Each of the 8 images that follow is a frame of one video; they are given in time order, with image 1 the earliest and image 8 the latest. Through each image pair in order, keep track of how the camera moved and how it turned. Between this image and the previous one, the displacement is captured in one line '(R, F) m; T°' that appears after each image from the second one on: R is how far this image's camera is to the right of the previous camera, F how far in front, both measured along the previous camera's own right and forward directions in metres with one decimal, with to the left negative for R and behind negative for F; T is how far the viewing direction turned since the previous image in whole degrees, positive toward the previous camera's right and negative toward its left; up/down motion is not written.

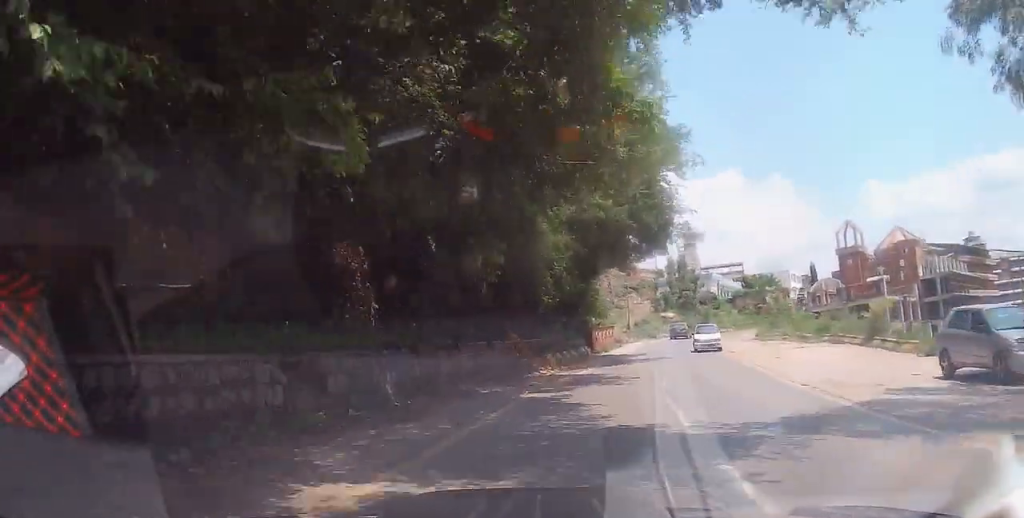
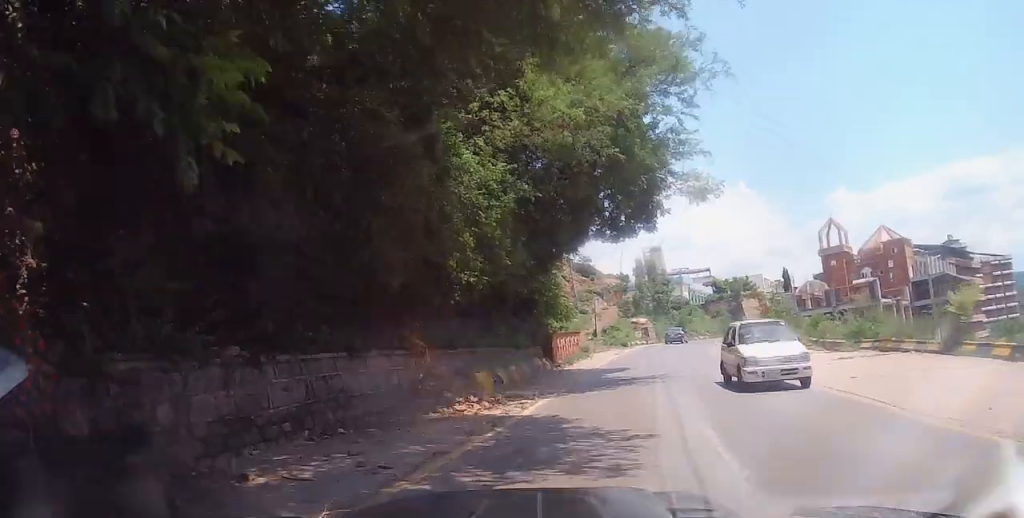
(-0.1, +9.4) m; +4°
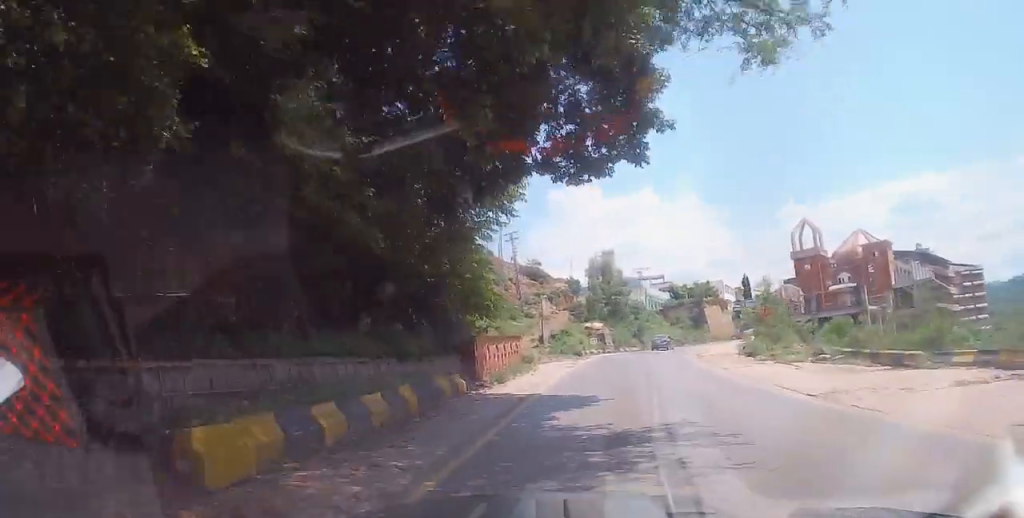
(+0.7, +10.1) m; +5°
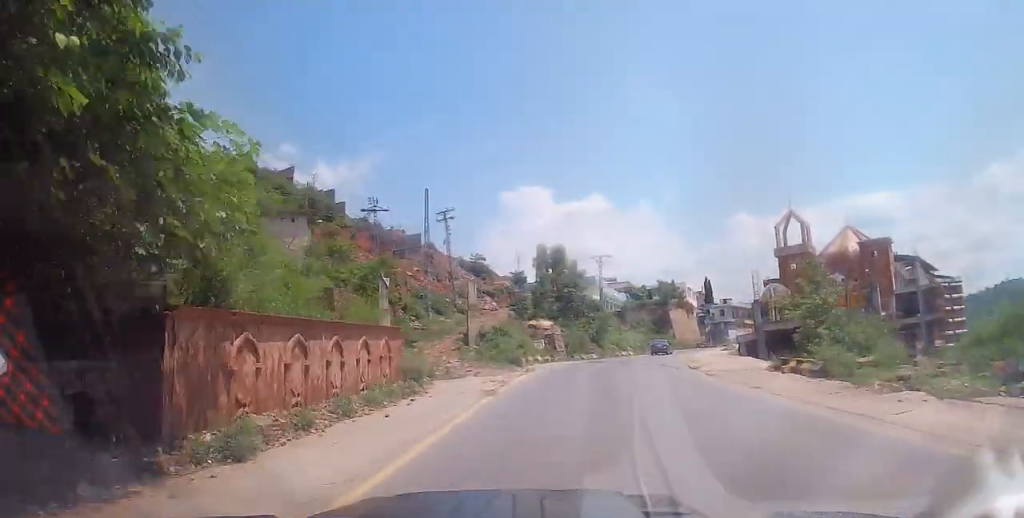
(+0.7, +14.7) m; +2°
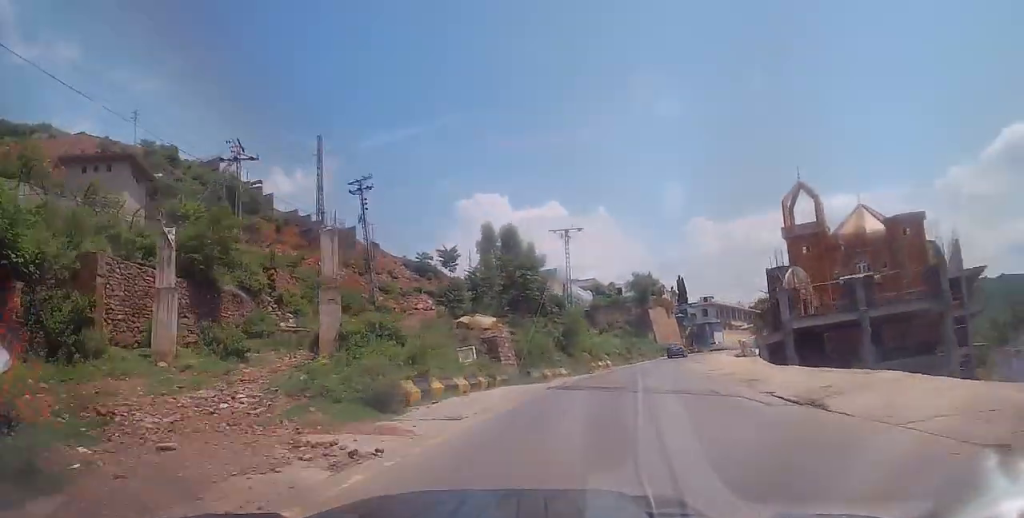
(0.0, +17.6) m; +3°
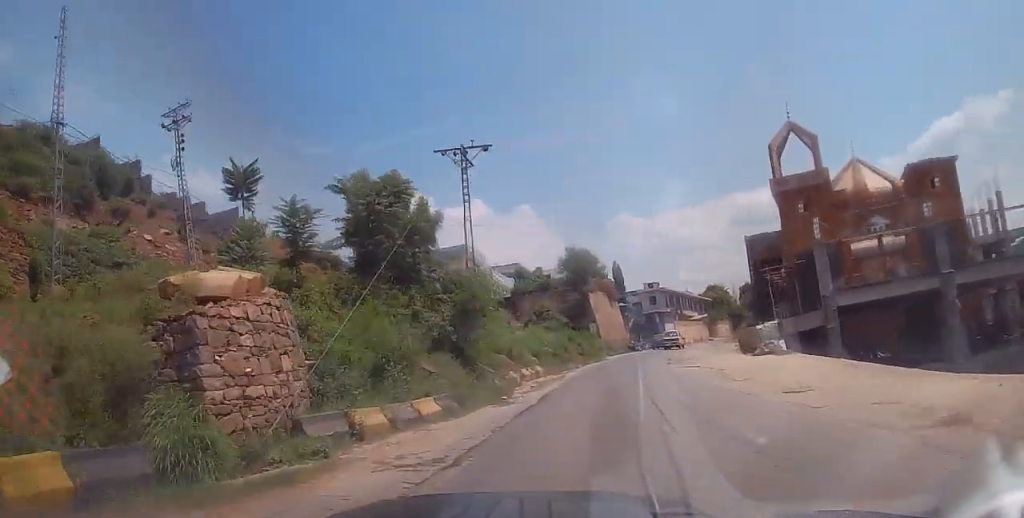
(+1.0, +18.0) m; +6°
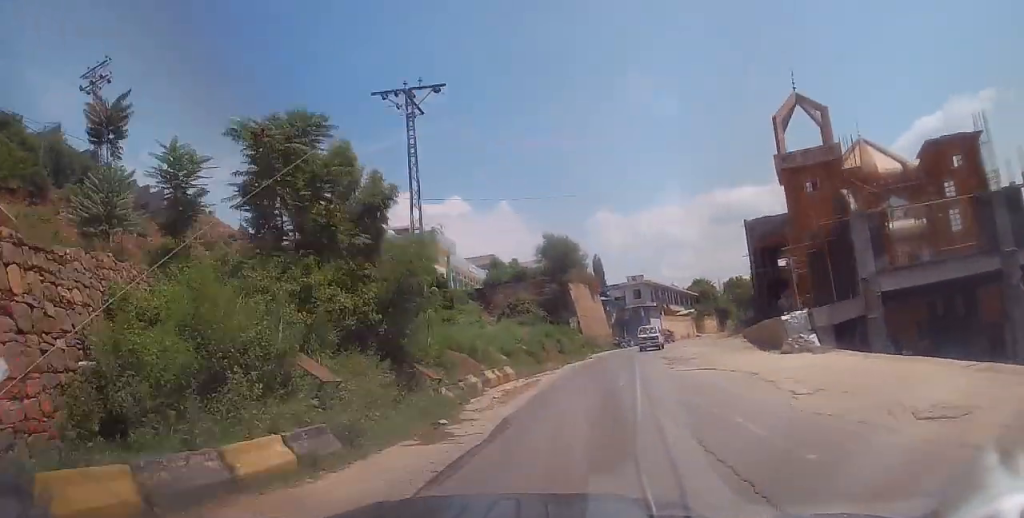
(+0.1, +6.2) m; +2°
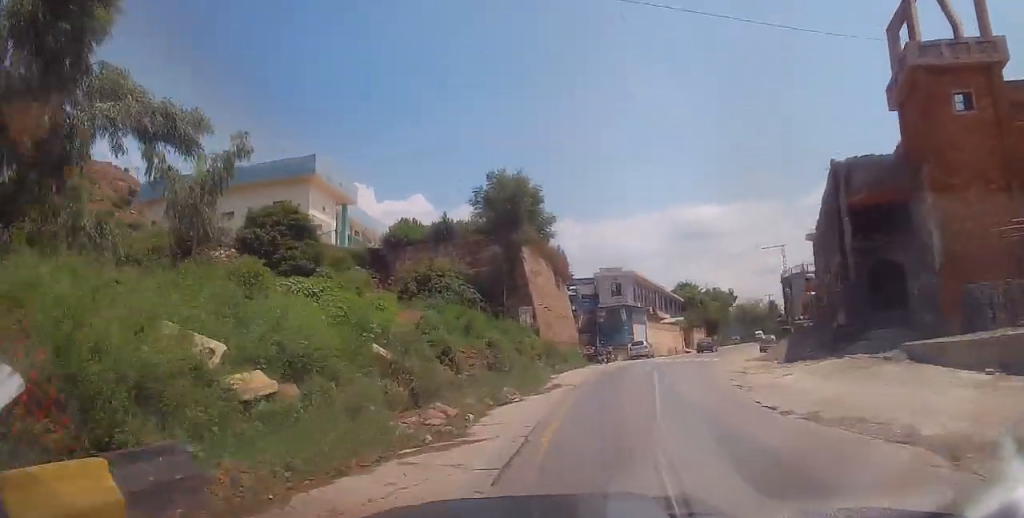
(+0.9, +21.6) m; +6°
